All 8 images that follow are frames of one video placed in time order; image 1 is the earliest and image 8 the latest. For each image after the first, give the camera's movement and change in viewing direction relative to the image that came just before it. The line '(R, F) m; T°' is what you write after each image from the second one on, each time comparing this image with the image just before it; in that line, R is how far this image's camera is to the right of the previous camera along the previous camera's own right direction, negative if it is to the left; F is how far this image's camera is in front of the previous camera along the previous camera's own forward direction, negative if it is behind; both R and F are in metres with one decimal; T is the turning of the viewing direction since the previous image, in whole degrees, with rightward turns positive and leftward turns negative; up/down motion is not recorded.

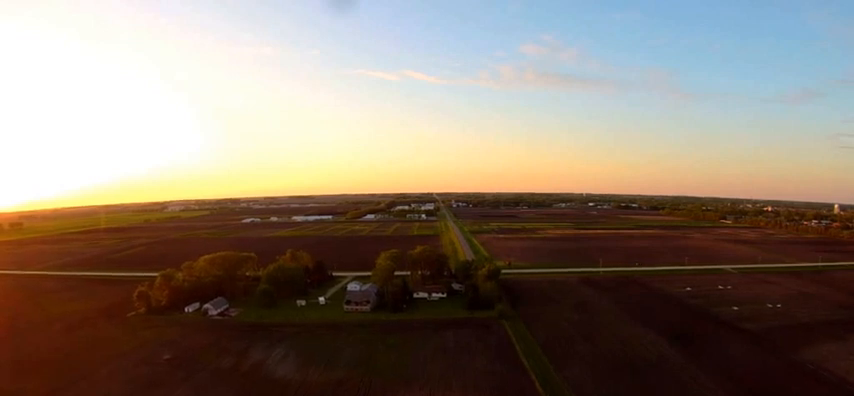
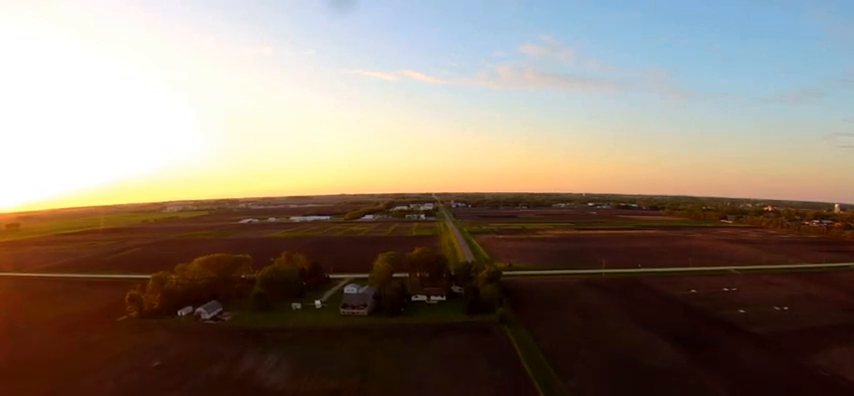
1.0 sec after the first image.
(-0.1, +4.9) m; -2°
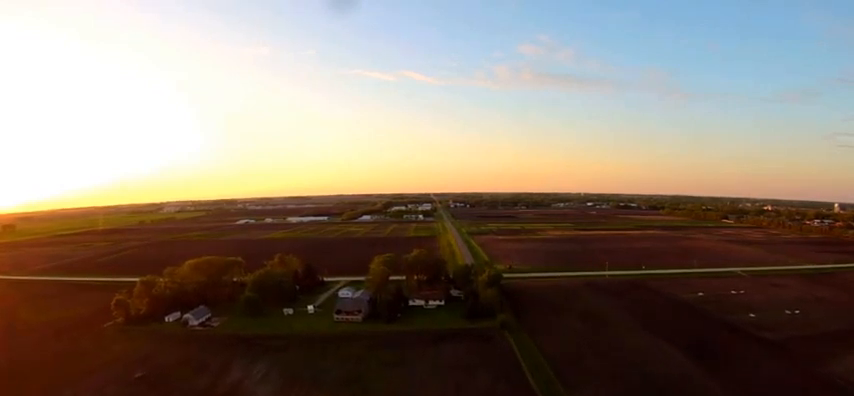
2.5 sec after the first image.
(-0.2, +8.0) m; -2°
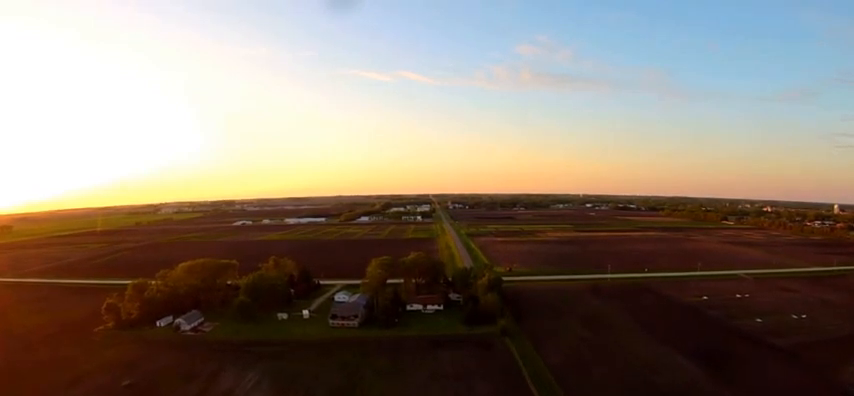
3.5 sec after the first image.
(0.0, +5.7) m; -1°
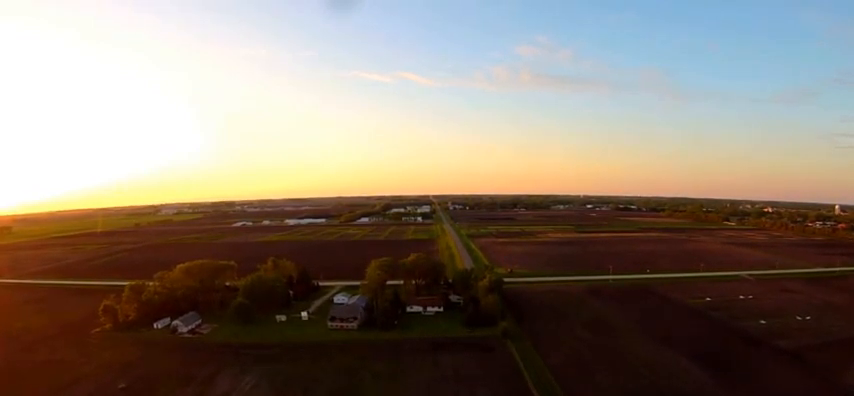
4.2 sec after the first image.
(0.0, +3.8) m; 0°
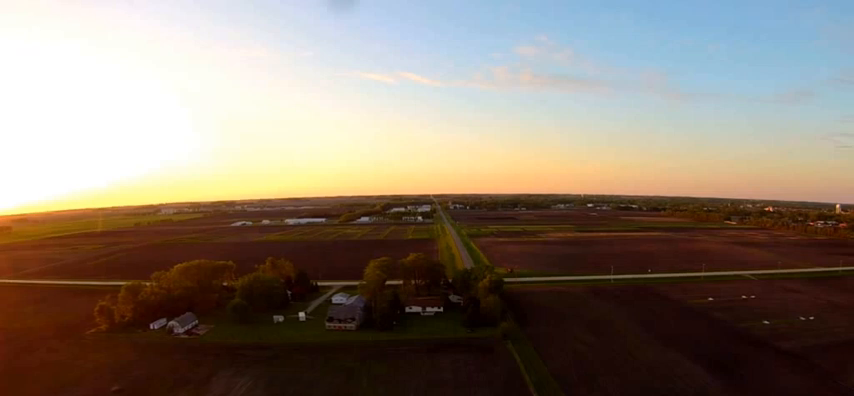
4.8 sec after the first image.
(0.0, +3.7) m; 0°
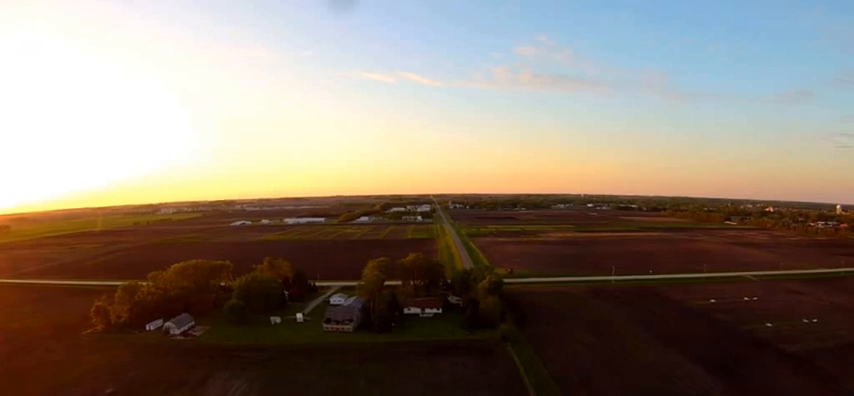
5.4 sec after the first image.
(0.0, +3.2) m; 0°
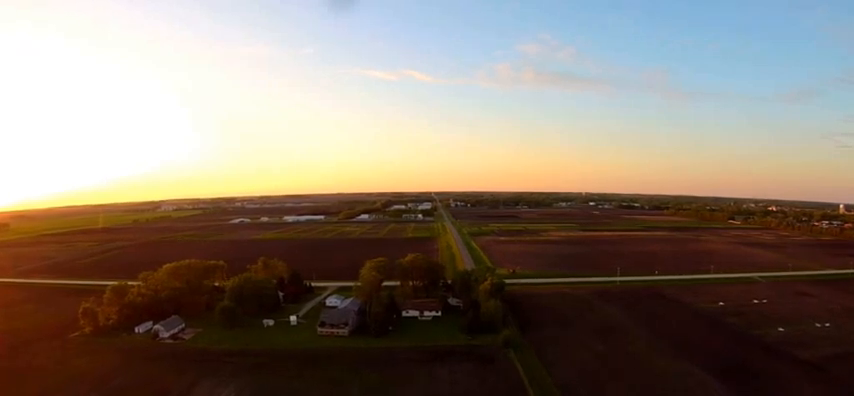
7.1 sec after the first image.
(0.0, +9.4) m; +1°
